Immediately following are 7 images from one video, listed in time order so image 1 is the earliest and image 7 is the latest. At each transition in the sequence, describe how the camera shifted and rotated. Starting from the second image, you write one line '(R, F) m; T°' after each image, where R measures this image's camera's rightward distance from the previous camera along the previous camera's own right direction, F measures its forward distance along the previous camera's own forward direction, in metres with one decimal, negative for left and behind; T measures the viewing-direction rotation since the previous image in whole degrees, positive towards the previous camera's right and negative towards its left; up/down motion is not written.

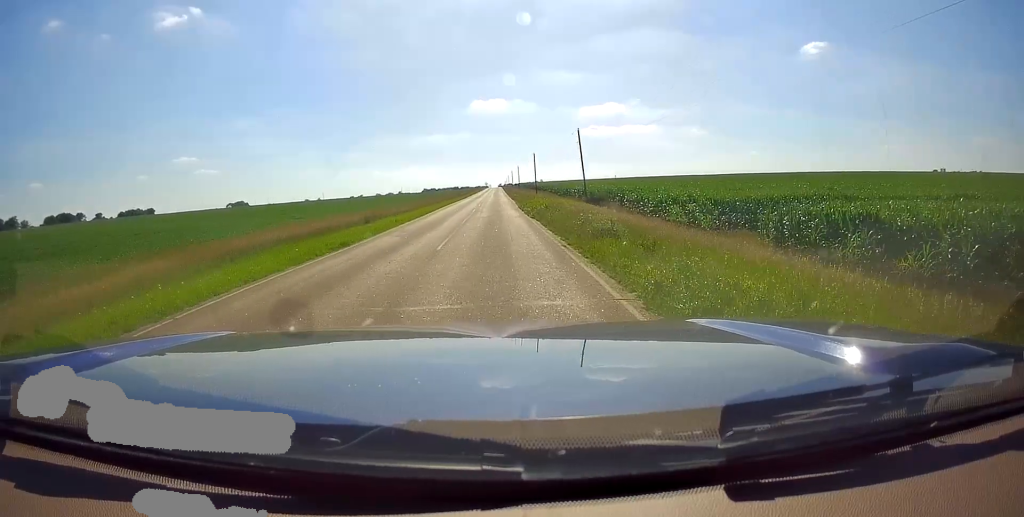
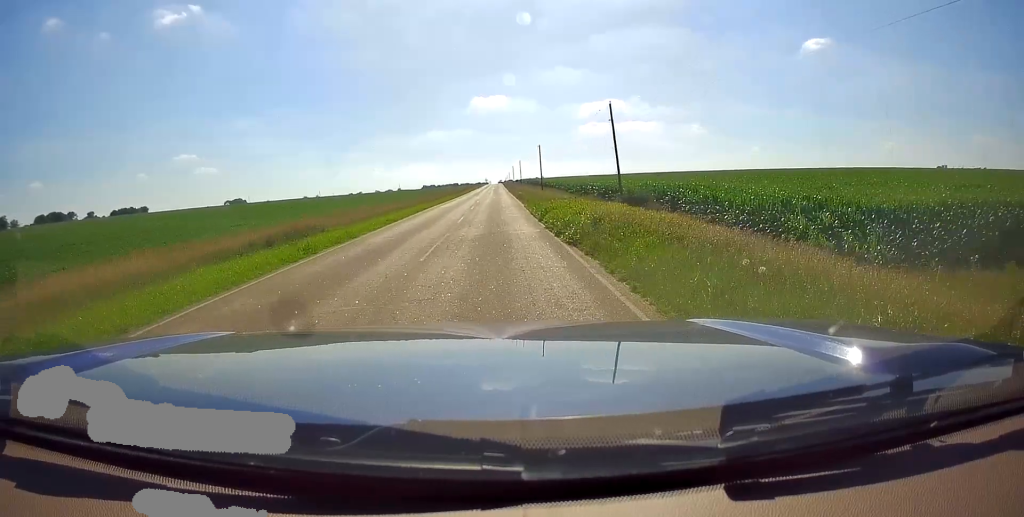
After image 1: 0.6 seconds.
(0.0, +15.0) m; 0°
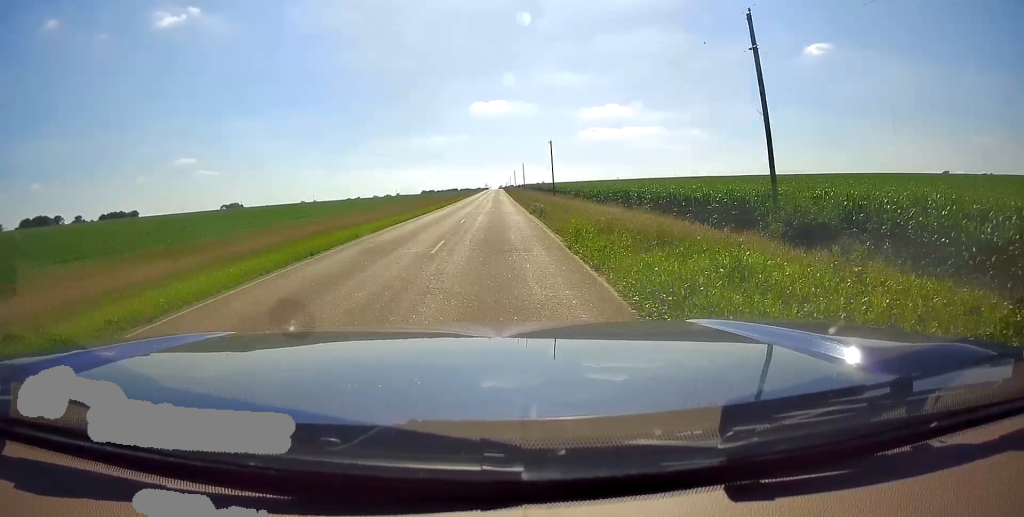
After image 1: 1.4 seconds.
(0.0, +22.0) m; 0°
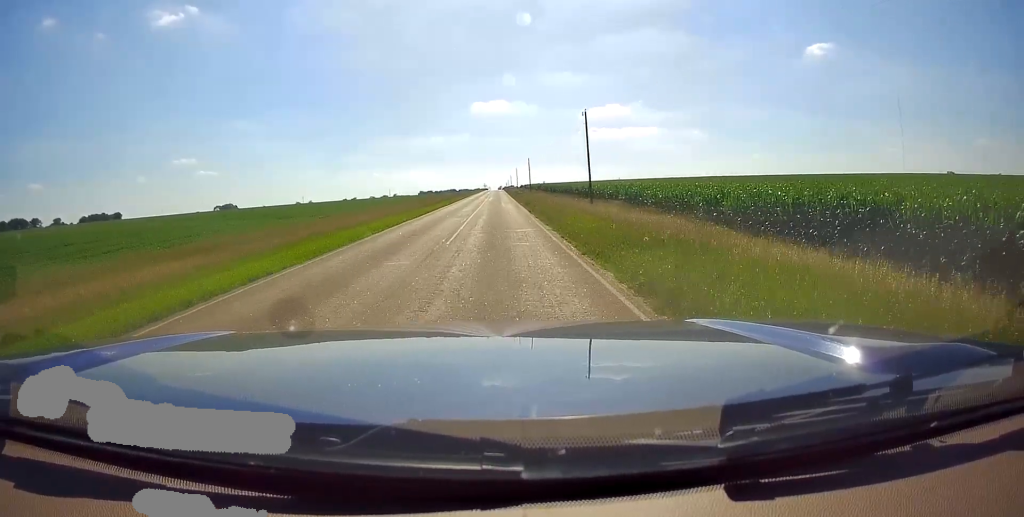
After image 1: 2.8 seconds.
(0.0, +34.4) m; 0°
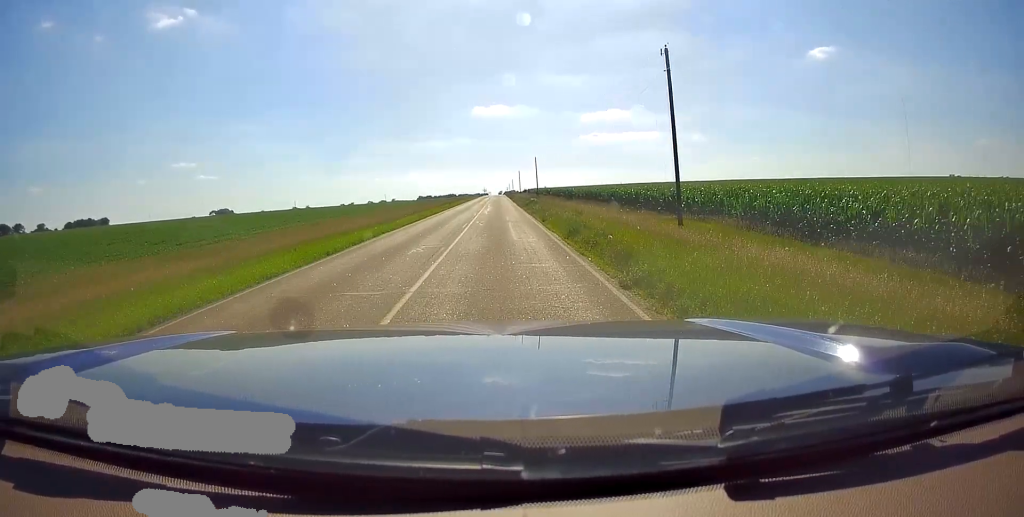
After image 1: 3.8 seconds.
(0.0, +25.9) m; 0°
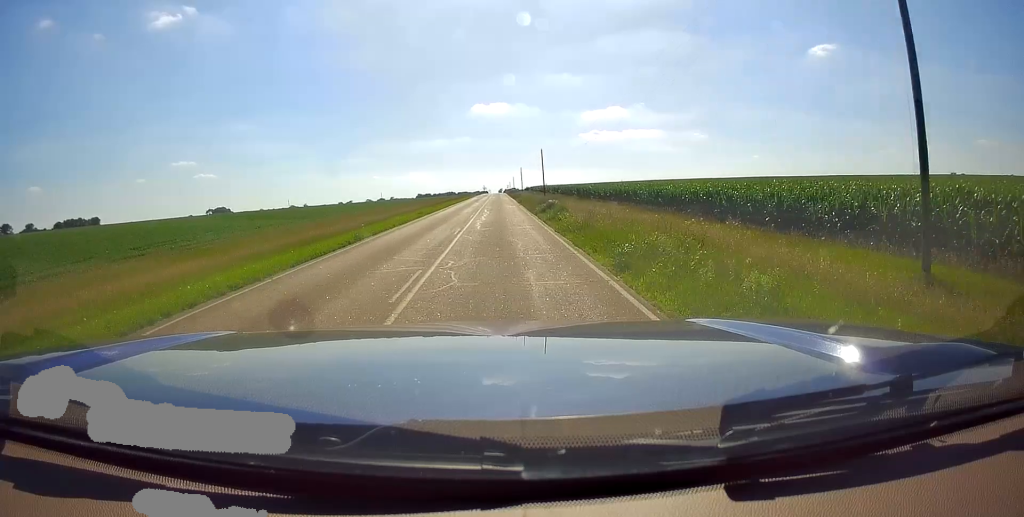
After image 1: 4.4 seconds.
(0.0, +17.3) m; 0°
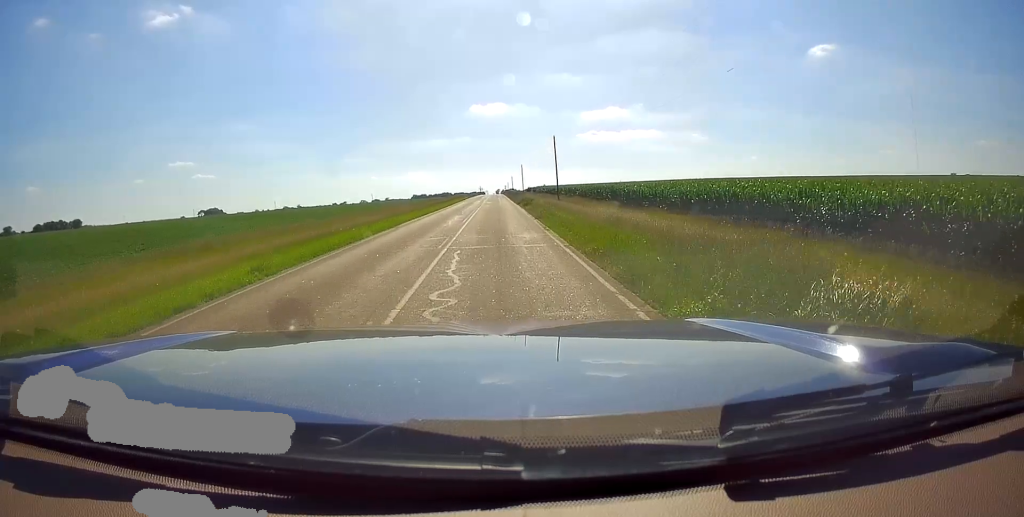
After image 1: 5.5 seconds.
(0.0, +28.4) m; +1°
